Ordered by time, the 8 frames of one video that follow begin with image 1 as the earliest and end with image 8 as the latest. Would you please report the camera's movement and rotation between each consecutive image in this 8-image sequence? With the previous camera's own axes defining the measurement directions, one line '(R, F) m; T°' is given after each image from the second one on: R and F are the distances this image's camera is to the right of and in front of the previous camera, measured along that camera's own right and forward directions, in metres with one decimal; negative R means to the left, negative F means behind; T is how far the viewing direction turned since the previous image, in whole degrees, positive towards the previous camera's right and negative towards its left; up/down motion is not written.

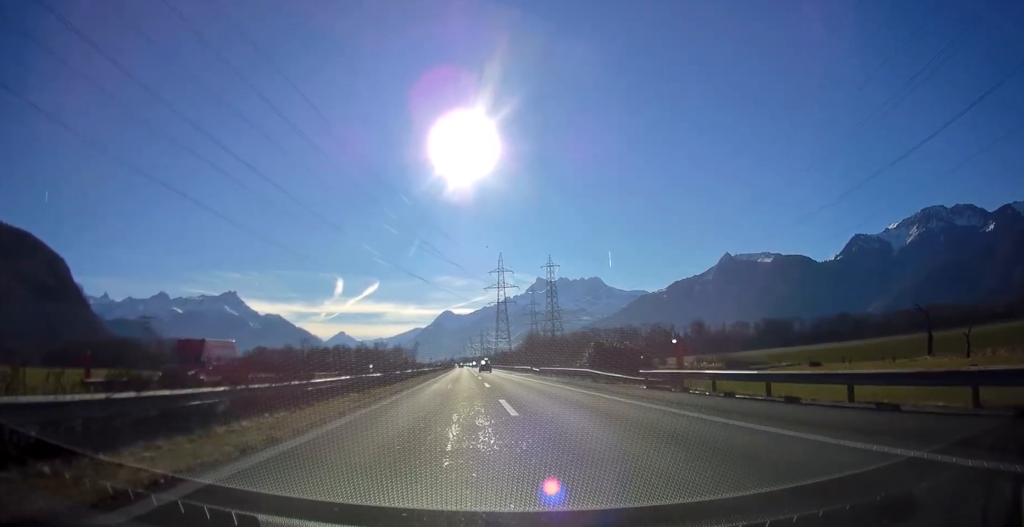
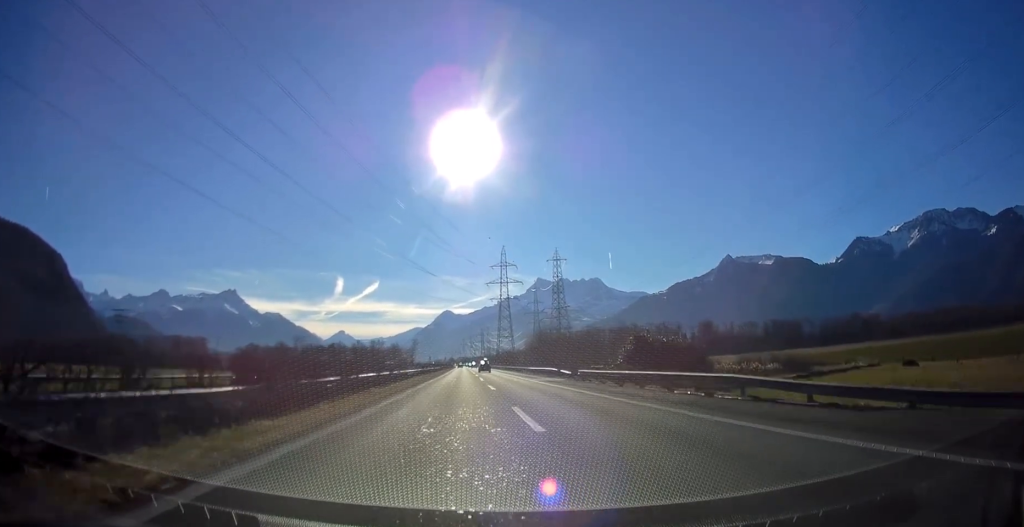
(-0.1, +22.6) m; 0°
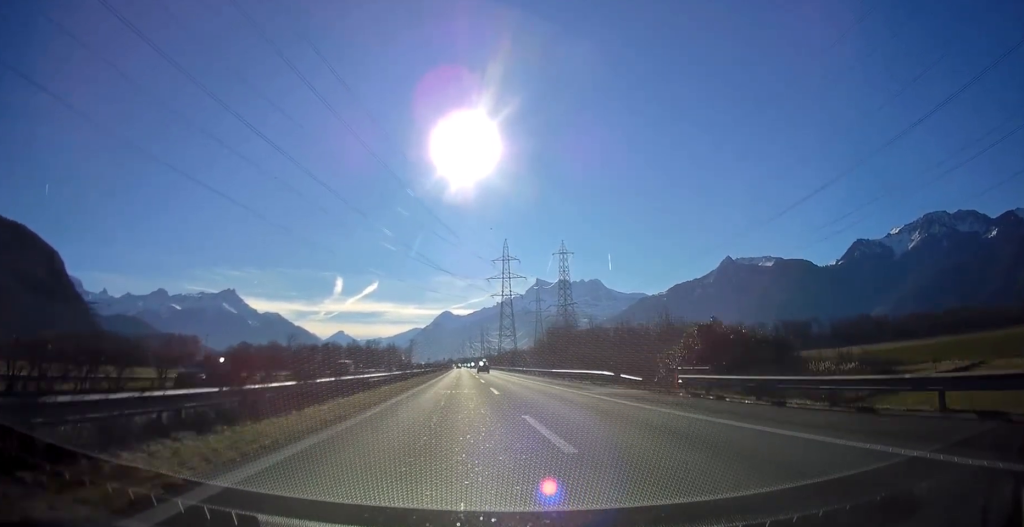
(0.0, +20.3) m; 0°
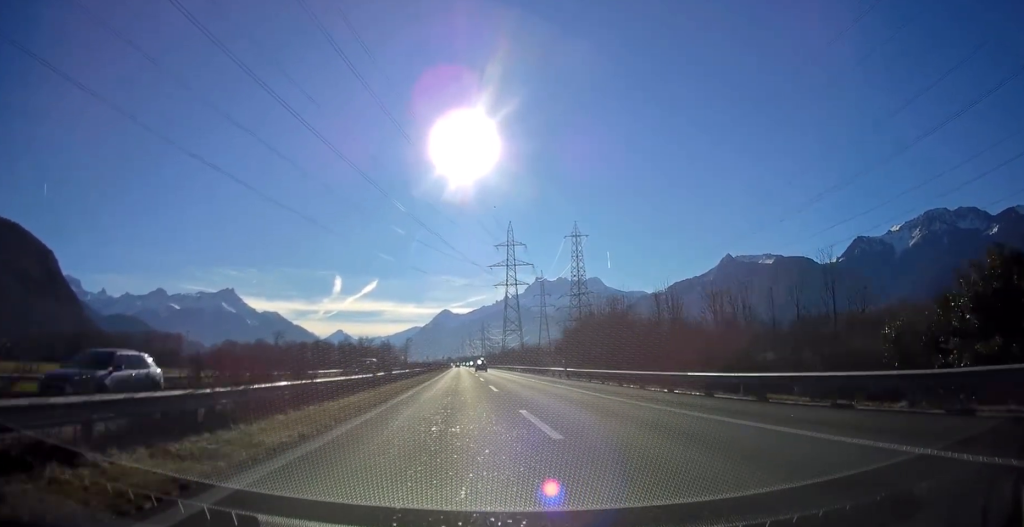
(0.0, +34.9) m; 0°
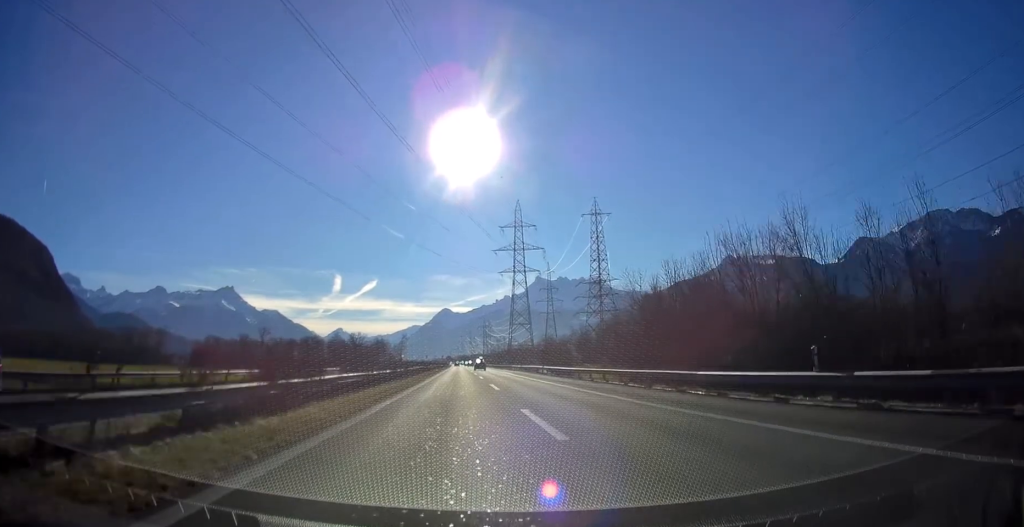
(0.0, +37.1) m; 0°
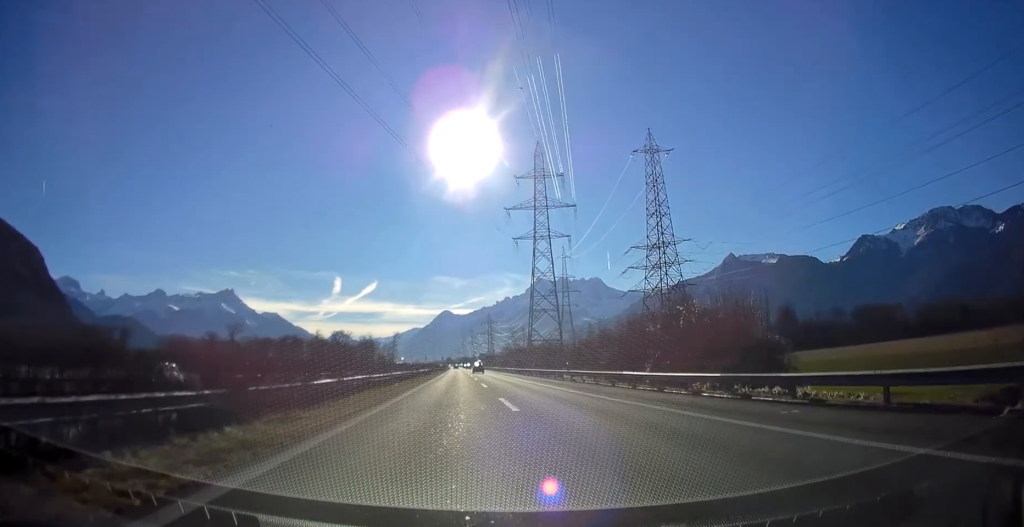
(-0.1, +66.3) m; 0°
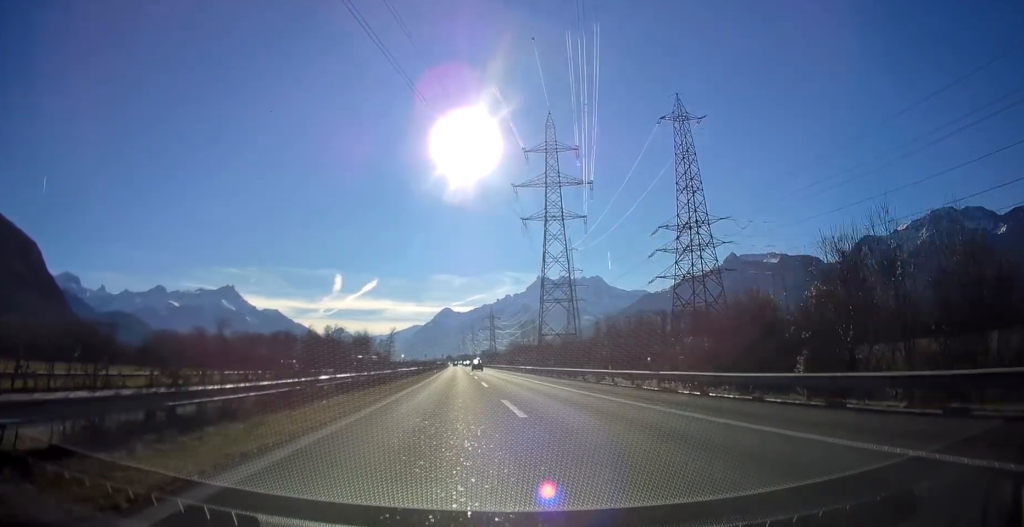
(+0.1, +21.4) m; 0°
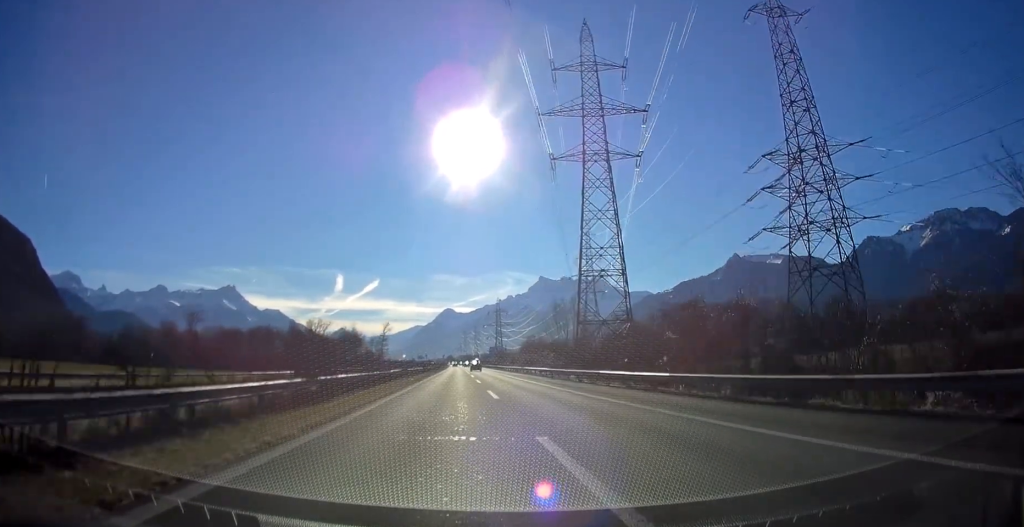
(-0.1, +46.2) m; 0°
